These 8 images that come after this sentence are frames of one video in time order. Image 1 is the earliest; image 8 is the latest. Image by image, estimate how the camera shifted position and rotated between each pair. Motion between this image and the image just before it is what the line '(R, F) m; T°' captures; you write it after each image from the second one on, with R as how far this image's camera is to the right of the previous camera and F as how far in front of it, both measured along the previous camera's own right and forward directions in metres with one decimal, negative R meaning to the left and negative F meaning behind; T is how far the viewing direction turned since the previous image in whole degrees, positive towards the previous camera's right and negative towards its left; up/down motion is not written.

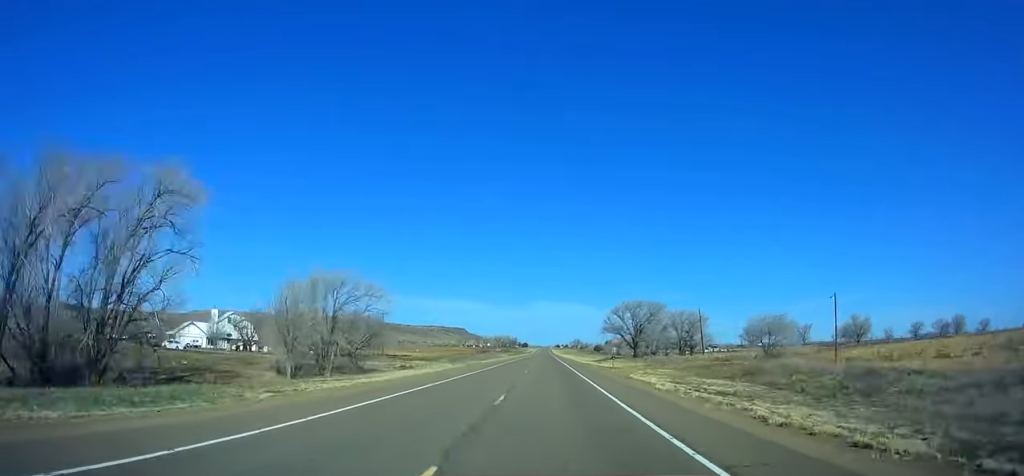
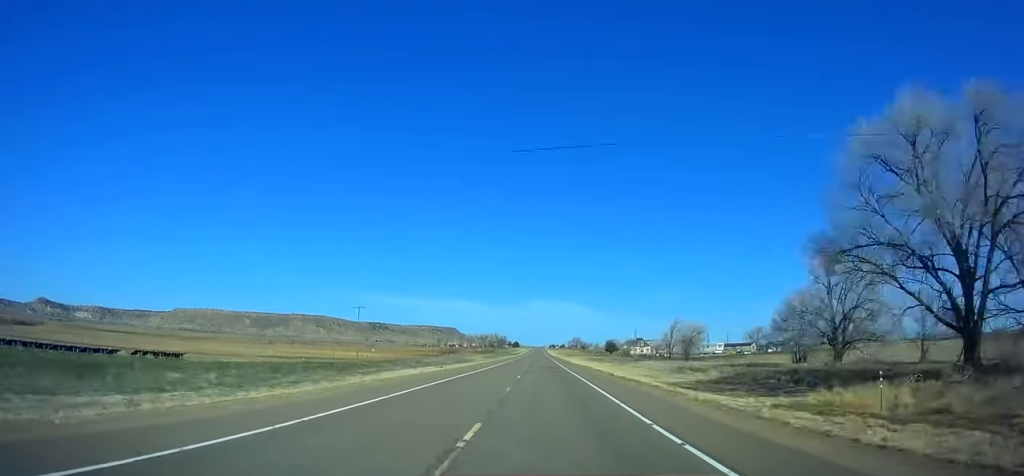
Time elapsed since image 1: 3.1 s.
(+0.6, +93.2) m; 0°
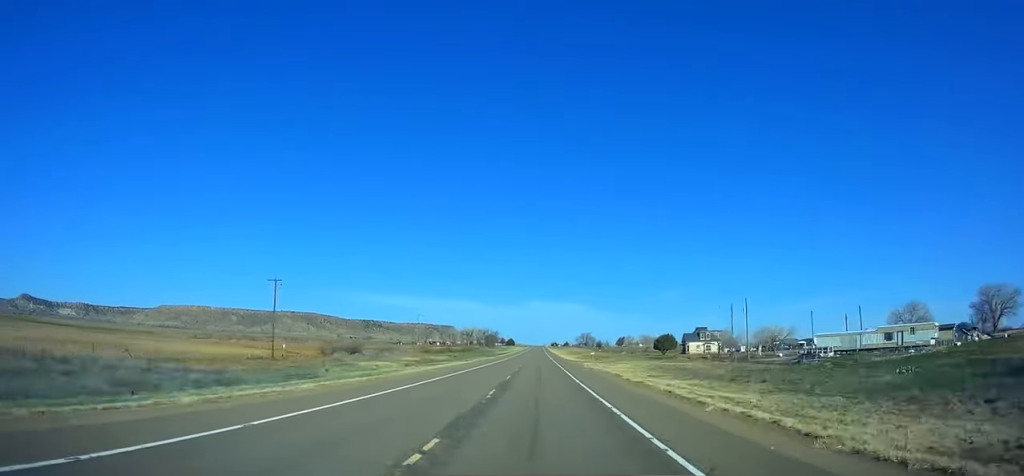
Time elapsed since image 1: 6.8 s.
(+0.8, +111.3) m; +1°
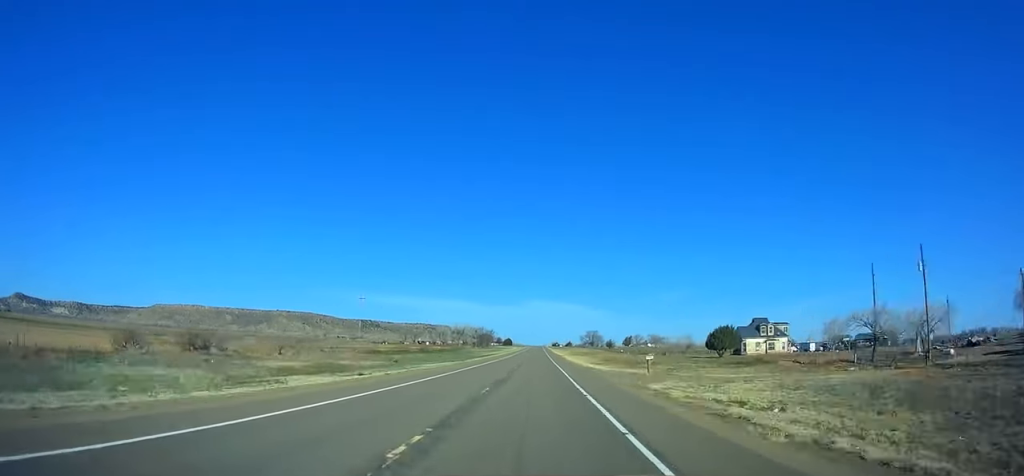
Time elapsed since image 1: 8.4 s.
(+0.6, +48.1) m; 0°
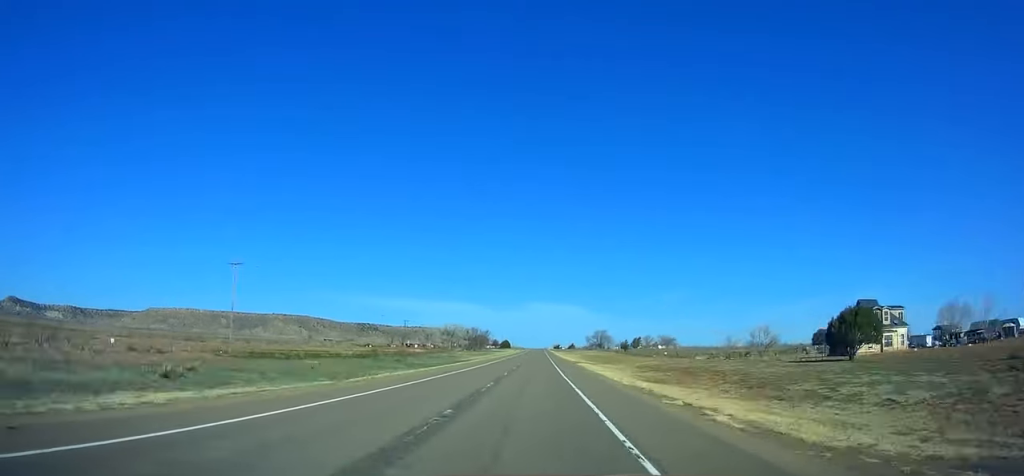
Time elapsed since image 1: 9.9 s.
(-0.4, +44.9) m; 0°
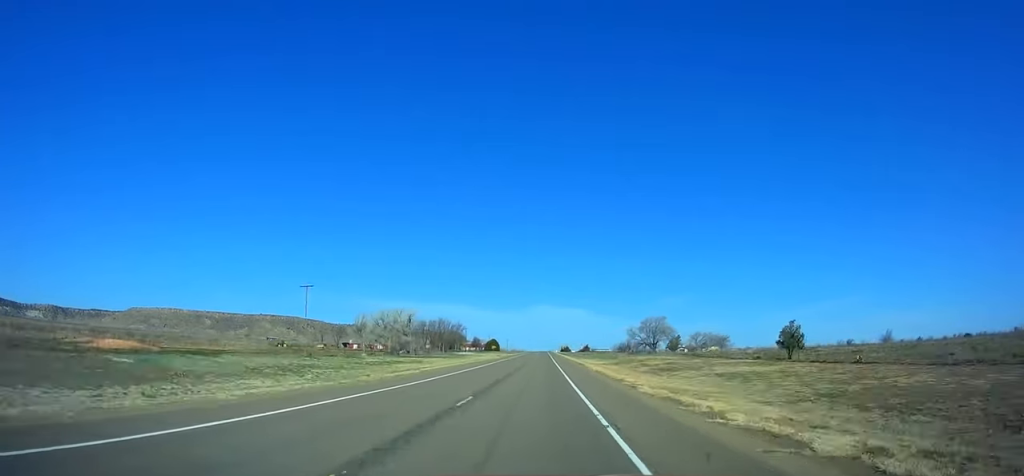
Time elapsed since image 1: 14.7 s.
(-1.3, +142.6) m; -1°
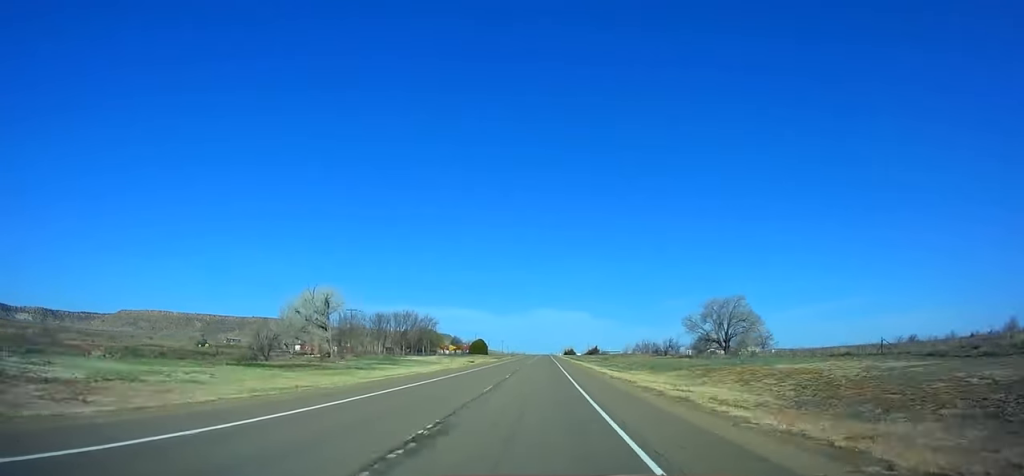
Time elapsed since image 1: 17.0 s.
(0.0, +67.5) m; 0°
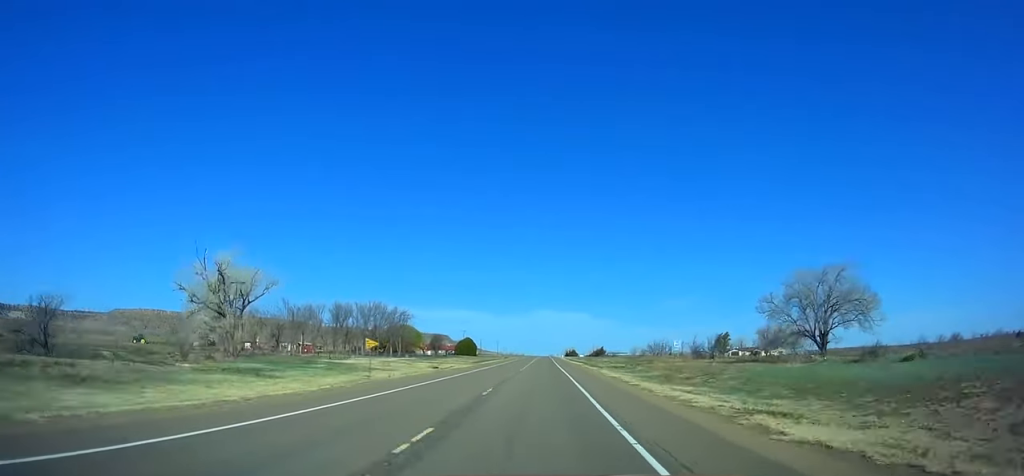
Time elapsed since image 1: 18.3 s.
(0.0, +37.9) m; 0°
